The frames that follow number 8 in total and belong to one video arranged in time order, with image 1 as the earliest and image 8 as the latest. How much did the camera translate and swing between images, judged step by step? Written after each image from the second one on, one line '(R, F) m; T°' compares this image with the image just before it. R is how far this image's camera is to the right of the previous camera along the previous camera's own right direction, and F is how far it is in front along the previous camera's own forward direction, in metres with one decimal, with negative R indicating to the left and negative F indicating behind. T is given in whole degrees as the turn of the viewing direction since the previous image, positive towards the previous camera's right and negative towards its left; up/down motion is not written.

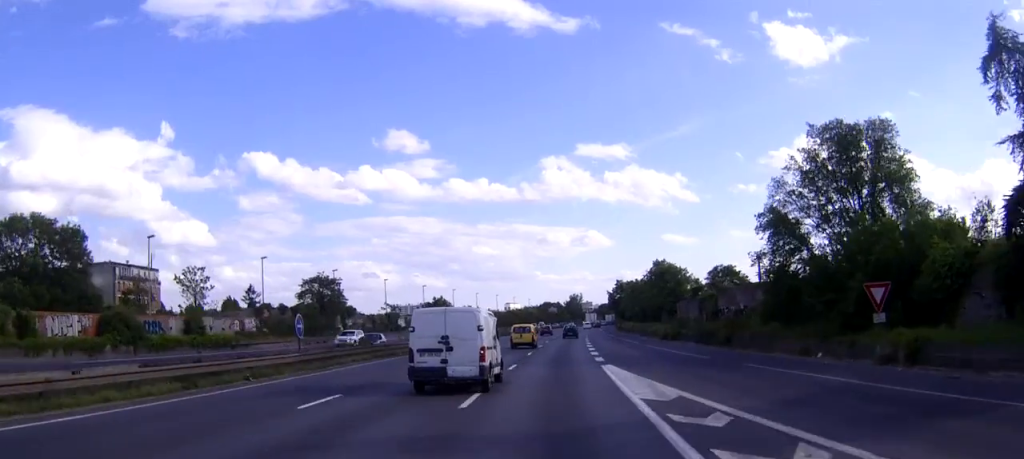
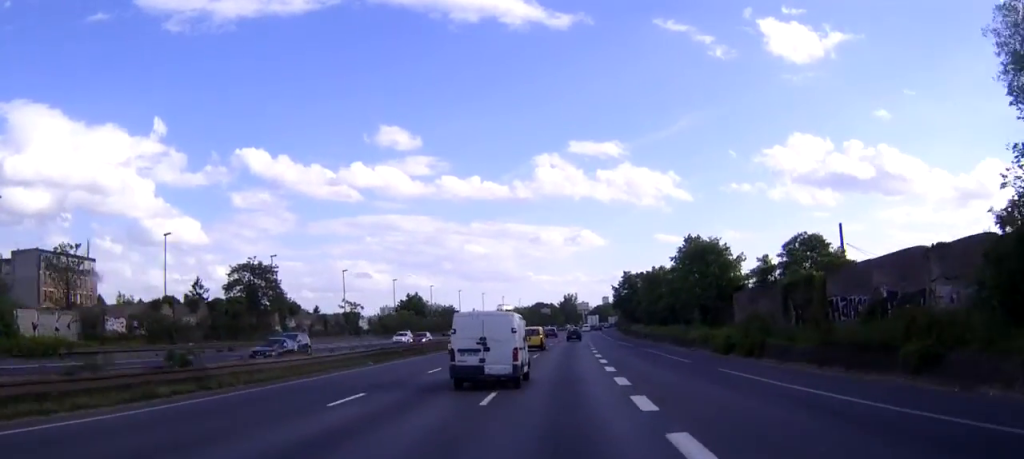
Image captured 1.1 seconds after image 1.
(+0.1, +24.3) m; +1°
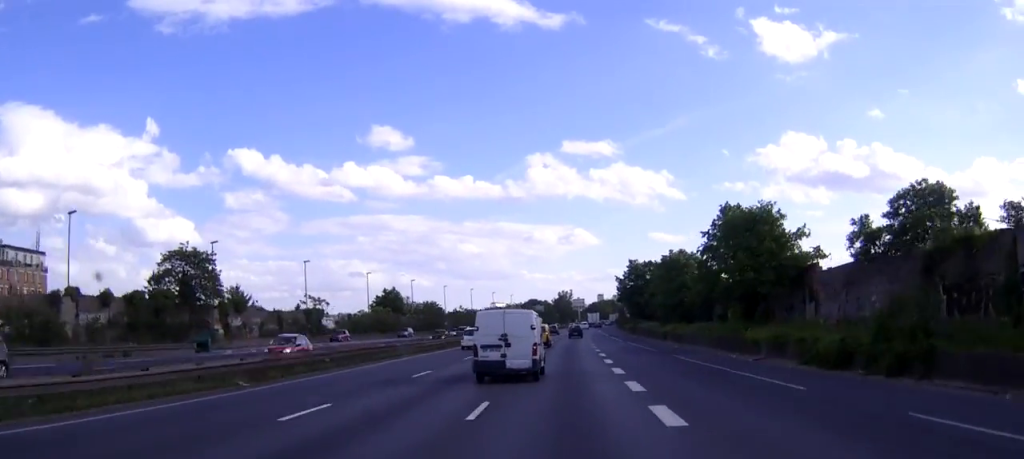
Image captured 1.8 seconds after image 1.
(0.0, +16.1) m; +1°
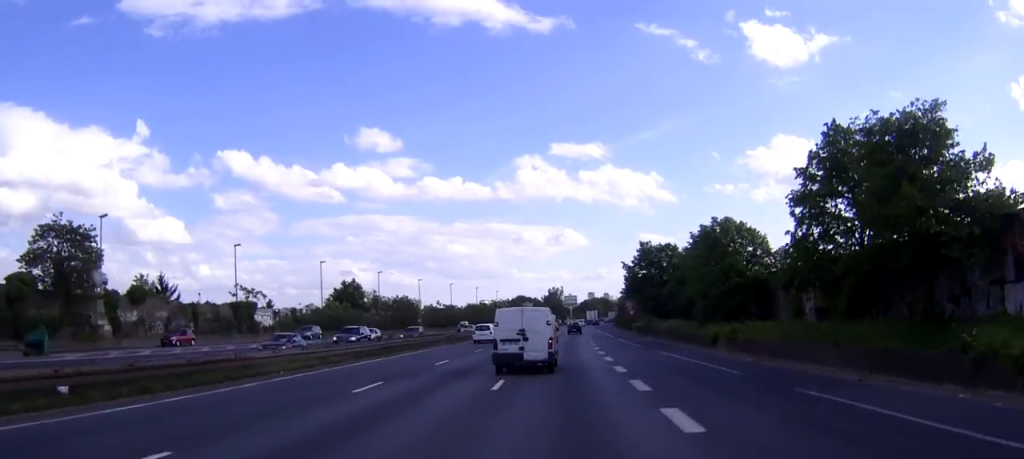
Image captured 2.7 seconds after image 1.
(+0.1, +20.8) m; +1°
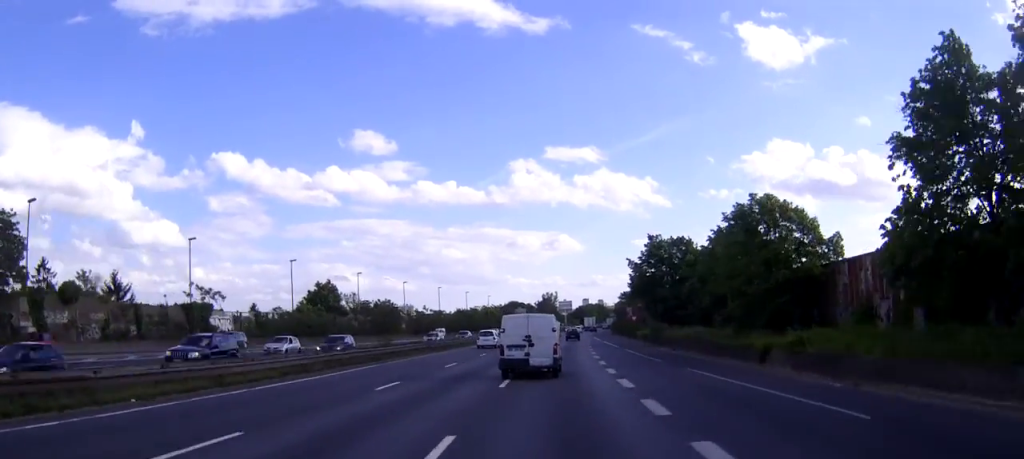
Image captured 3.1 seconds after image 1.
(+0.1, +10.0) m; 0°
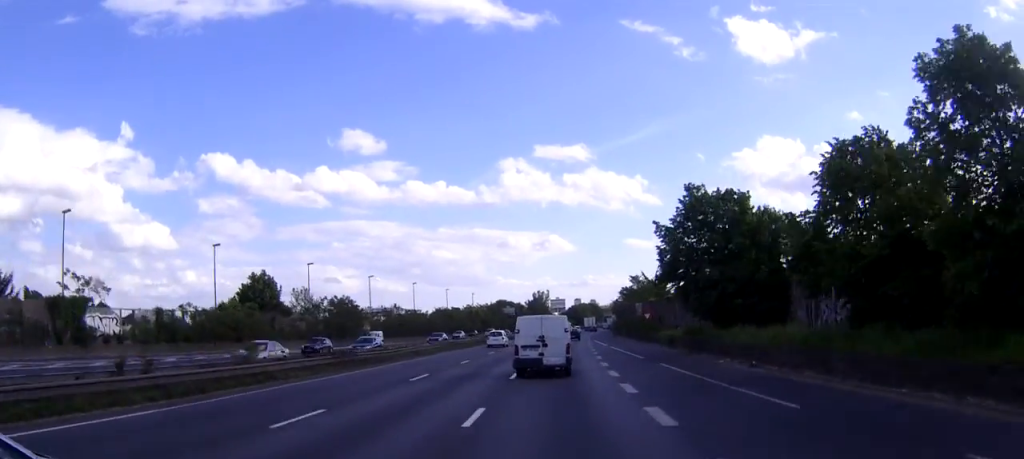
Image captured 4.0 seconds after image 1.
(+0.1, +20.8) m; +1°
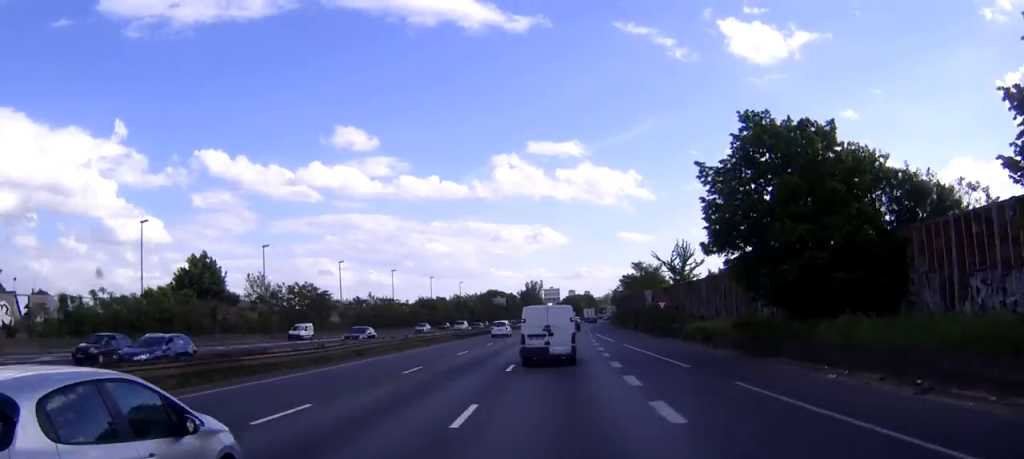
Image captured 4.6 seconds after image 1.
(0.0, +13.8) m; 0°
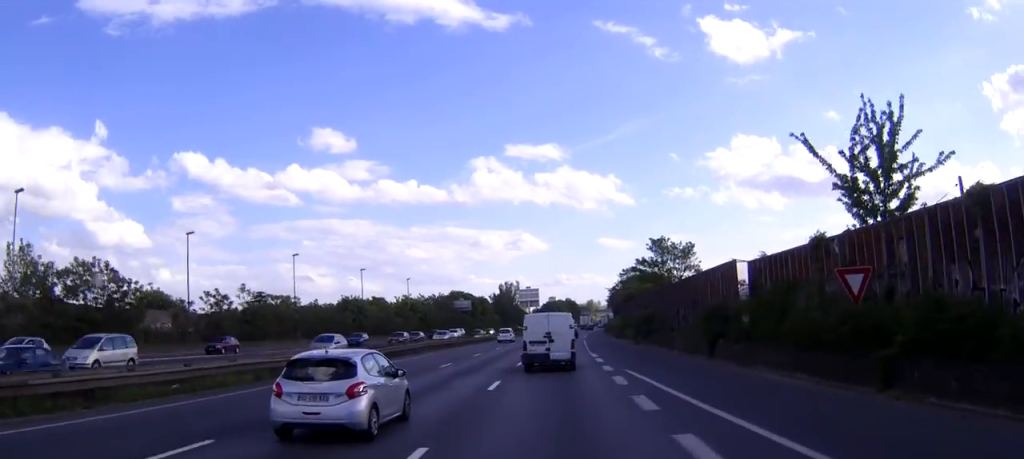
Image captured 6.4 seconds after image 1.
(+0.6, +42.4) m; +1°
